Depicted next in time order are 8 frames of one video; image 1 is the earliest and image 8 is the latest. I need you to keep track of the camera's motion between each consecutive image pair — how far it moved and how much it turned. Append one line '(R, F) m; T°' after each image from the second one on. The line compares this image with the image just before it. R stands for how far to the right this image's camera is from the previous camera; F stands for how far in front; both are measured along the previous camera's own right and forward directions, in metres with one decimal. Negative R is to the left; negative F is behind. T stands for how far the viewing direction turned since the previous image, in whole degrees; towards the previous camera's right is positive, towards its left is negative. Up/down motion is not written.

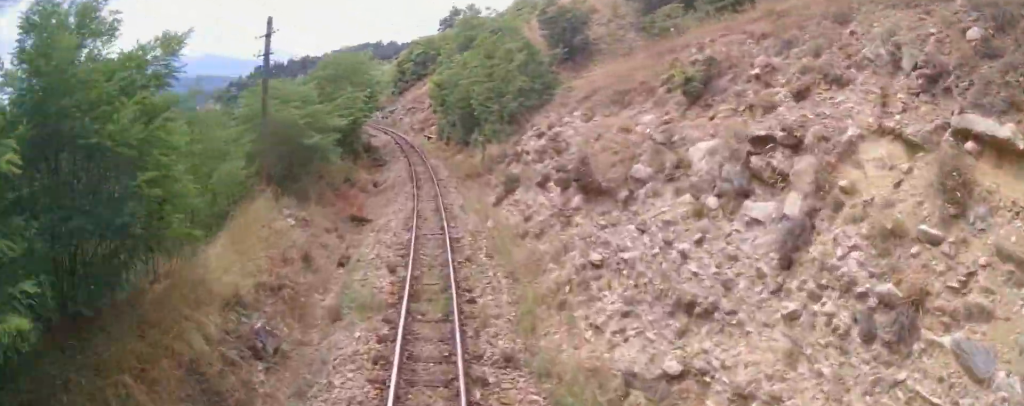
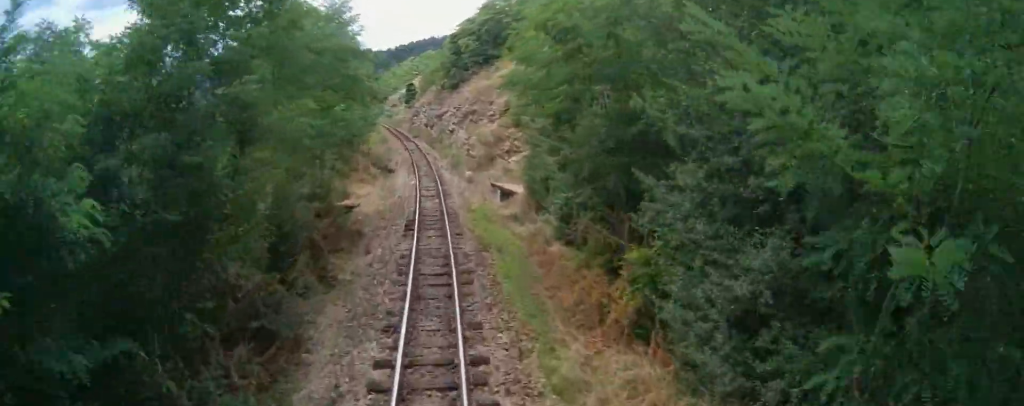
(-2.3, +32.6) m; -12°
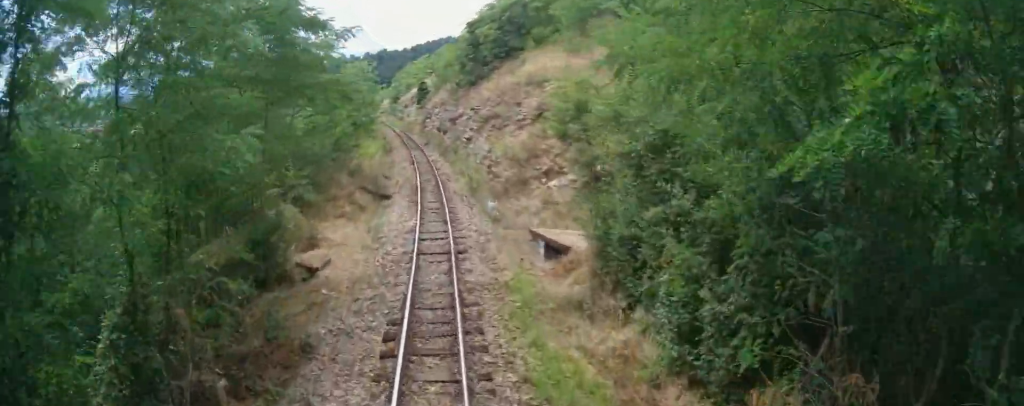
(-0.2, +8.0) m; -1°
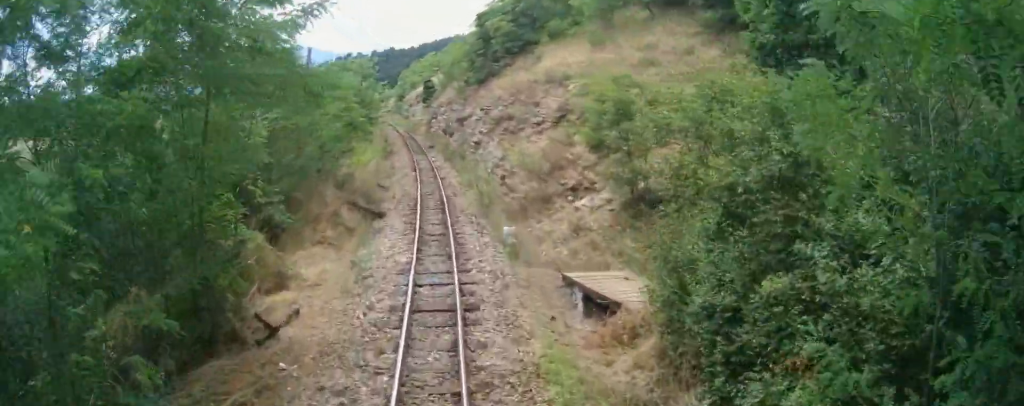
(0.0, +3.8) m; 0°
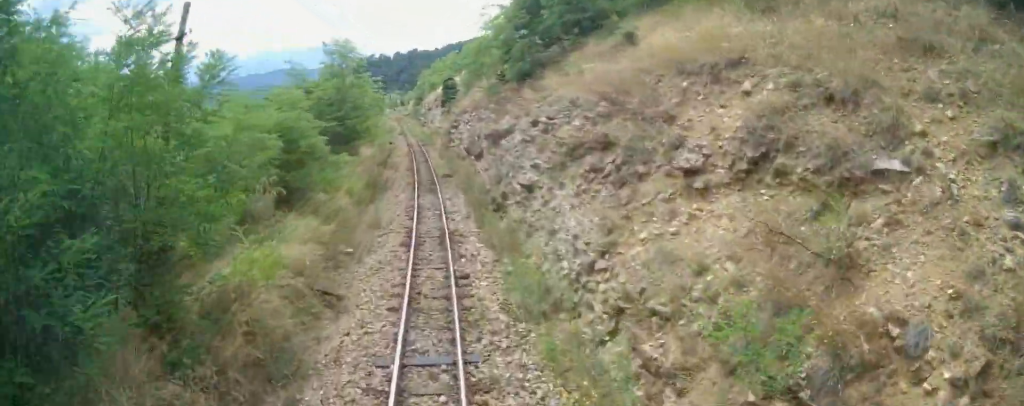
(0.0, +13.7) m; 0°
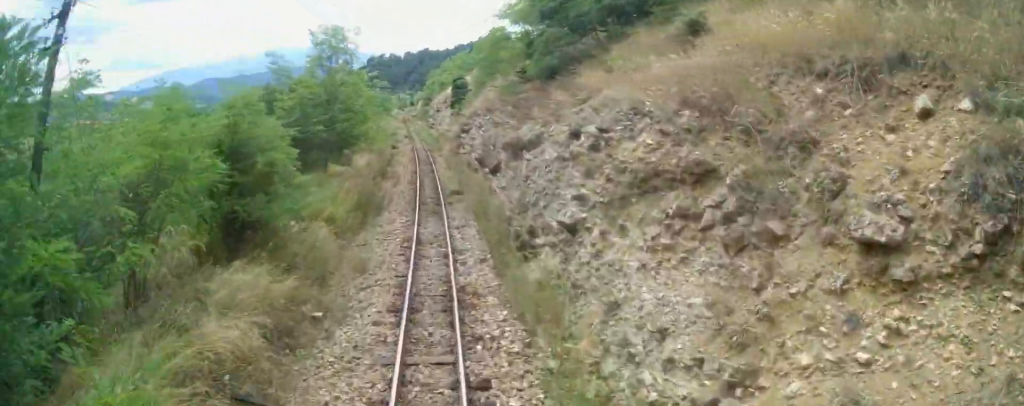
(0.0, +4.5) m; 0°
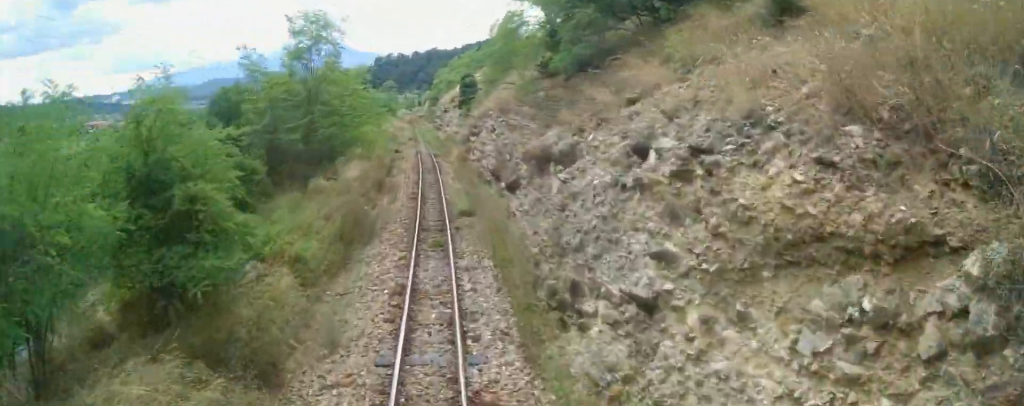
(0.0, +4.2) m; 0°
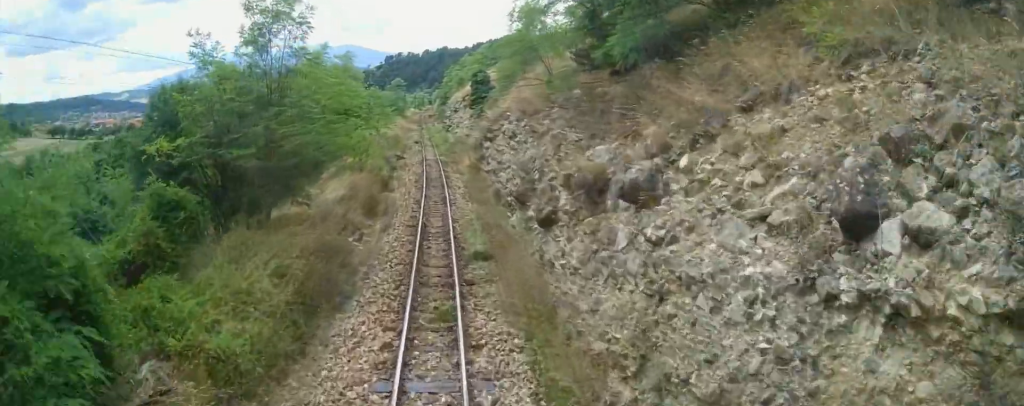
(0.0, +4.9) m; 0°
